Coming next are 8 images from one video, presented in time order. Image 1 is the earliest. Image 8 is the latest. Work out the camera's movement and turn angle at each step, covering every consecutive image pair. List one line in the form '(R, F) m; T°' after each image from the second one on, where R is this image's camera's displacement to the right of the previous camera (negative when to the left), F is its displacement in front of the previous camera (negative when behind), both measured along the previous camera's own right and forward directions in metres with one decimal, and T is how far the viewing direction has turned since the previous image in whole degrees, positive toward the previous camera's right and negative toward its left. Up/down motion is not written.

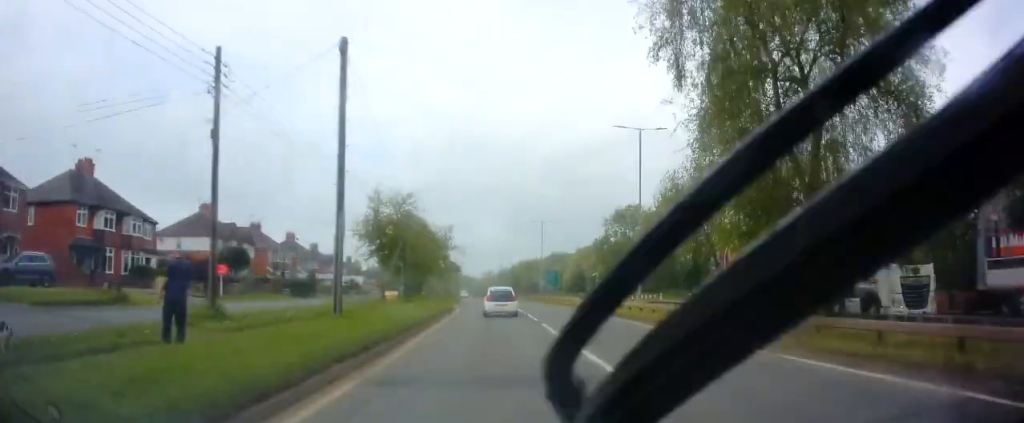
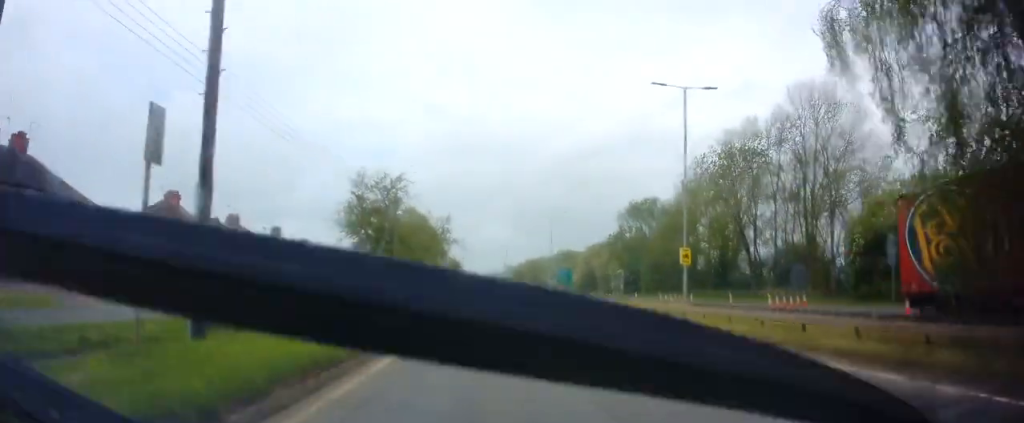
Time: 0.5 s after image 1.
(0.0, +8.4) m; 0°
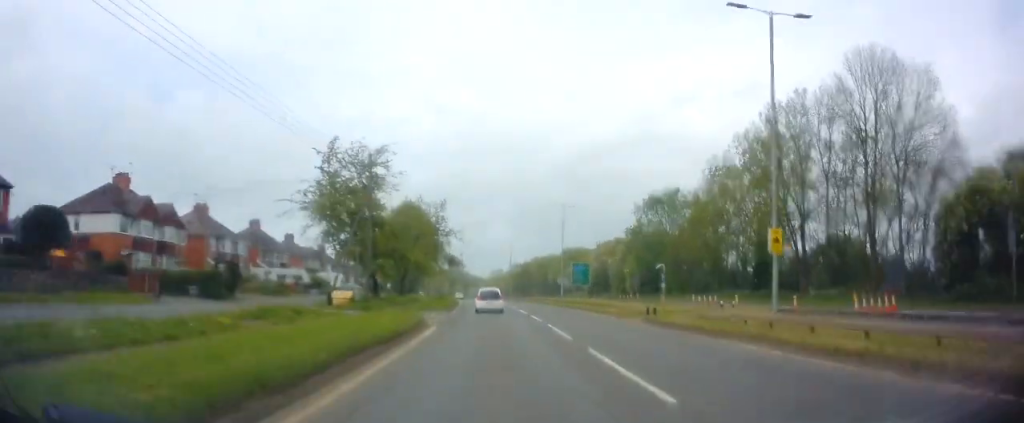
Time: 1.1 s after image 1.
(+0.1, +9.7) m; 0°
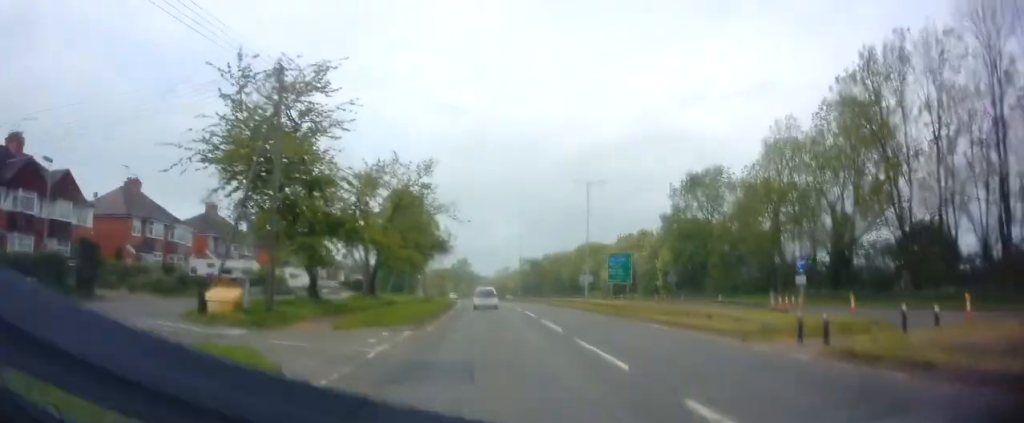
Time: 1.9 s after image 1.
(-0.2, +14.9) m; -1°
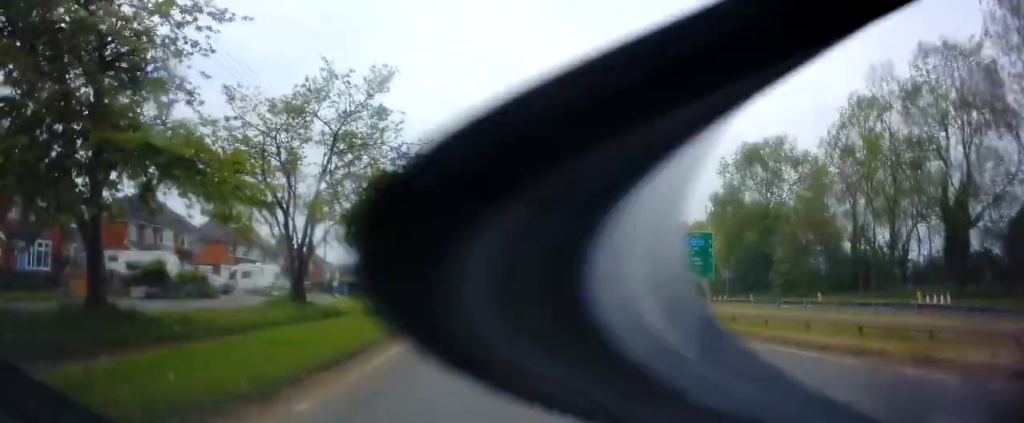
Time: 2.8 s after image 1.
(-0.1, +15.0) m; -1°
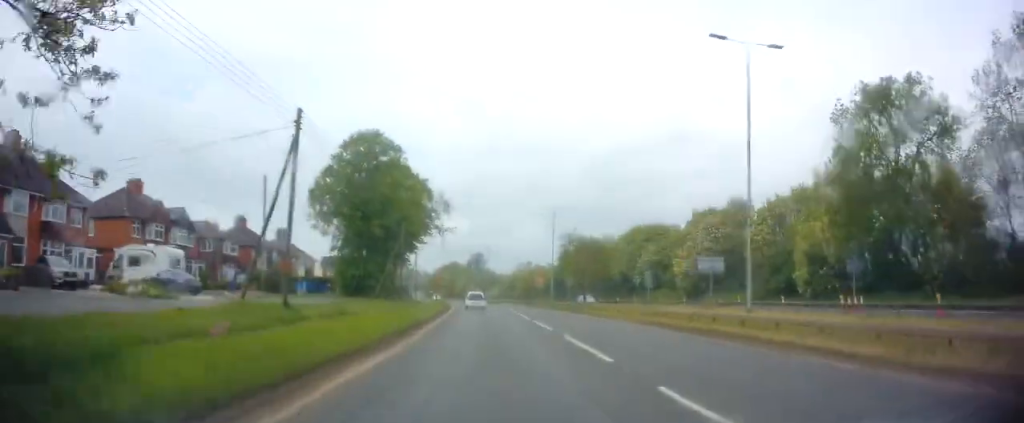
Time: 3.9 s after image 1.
(-0.4, +19.7) m; -2°
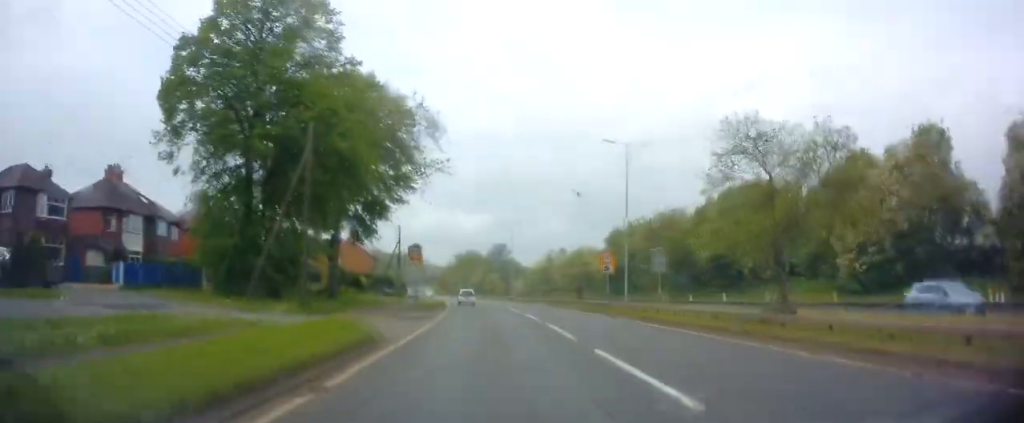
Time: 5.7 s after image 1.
(0.0, +31.2) m; 0°
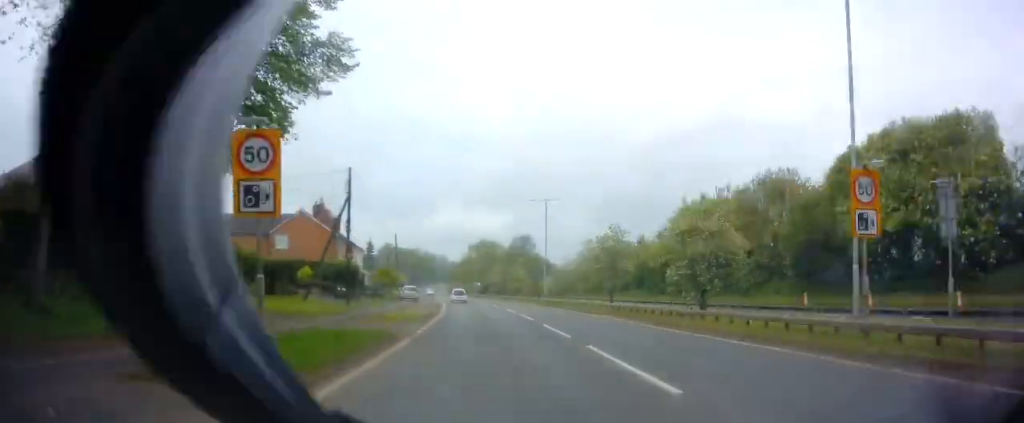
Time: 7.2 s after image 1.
(-0.8, +26.1) m; -3°
